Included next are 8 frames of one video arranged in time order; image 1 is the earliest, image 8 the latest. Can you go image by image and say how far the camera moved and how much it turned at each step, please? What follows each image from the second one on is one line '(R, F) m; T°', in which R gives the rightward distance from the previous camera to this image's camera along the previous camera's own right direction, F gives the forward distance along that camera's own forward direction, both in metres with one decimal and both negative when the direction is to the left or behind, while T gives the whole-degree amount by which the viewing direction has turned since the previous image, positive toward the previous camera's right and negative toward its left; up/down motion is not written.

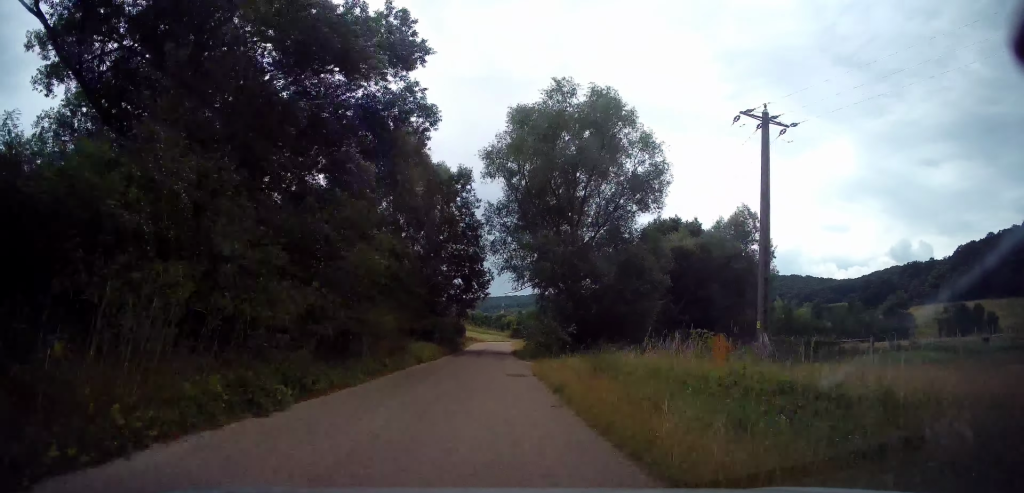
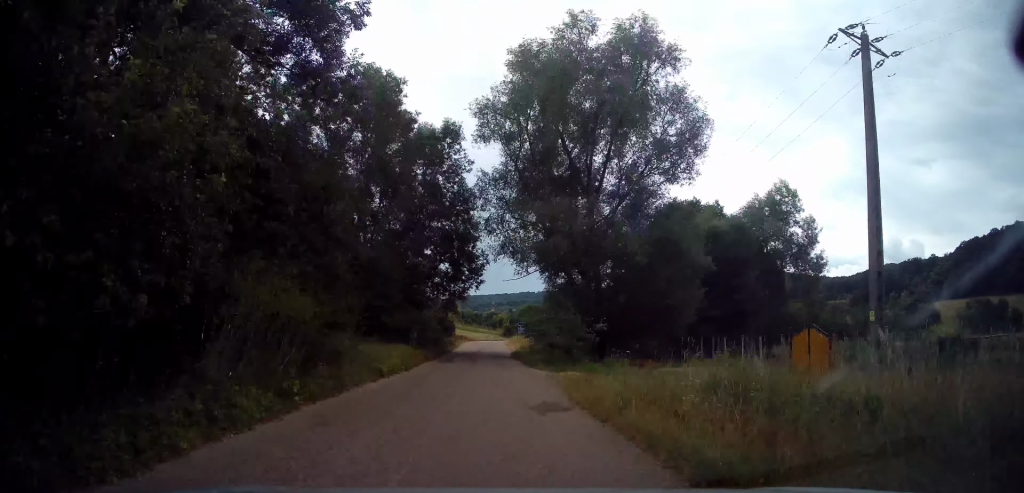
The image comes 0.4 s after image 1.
(+1.1, +6.8) m; -1°
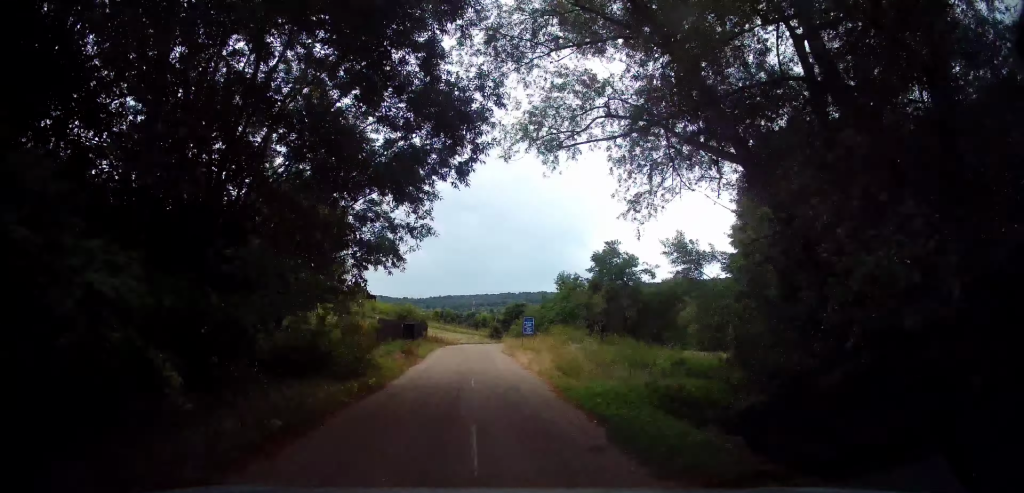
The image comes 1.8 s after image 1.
(-2.7, +25.6) m; -2°
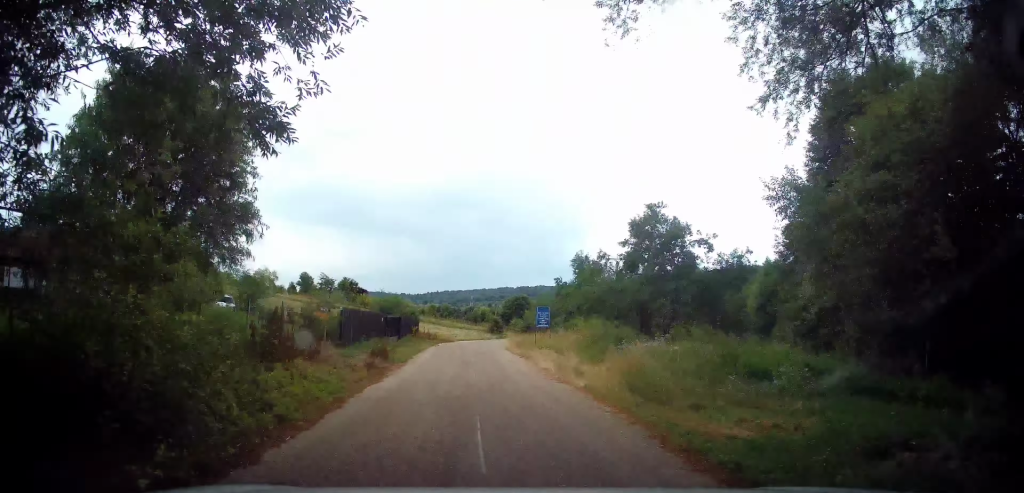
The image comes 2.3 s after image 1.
(+0.5, +9.5) m; +3°
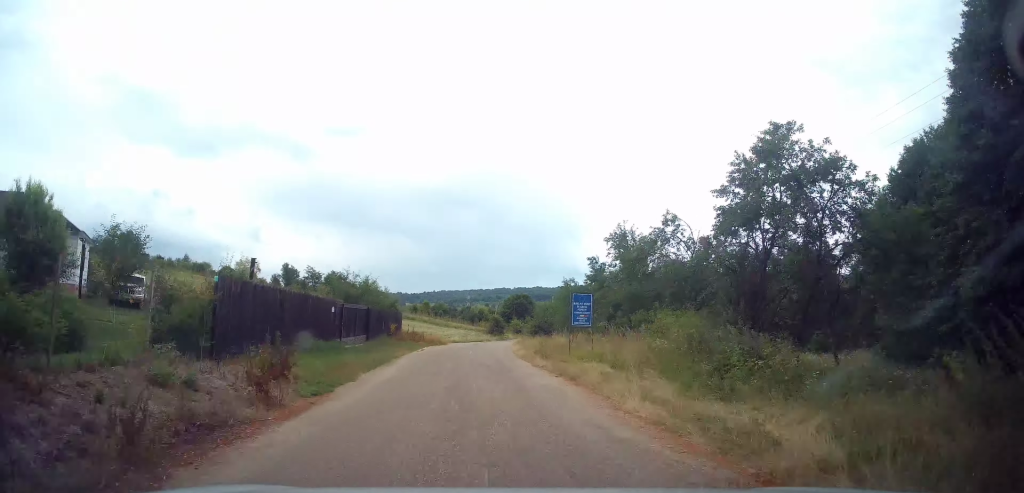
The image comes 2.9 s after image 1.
(+0.3, +12.2) m; +2°
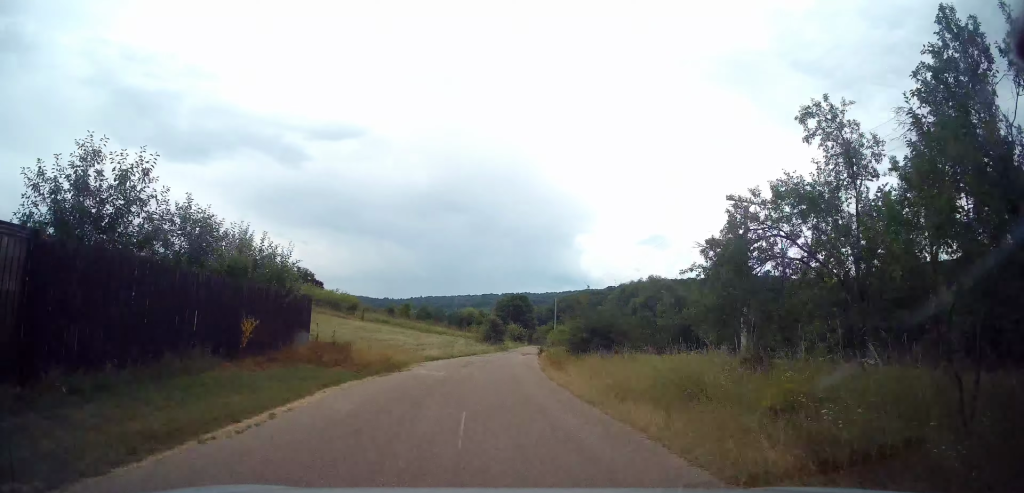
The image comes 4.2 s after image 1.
(+0.2, +22.6) m; +3°
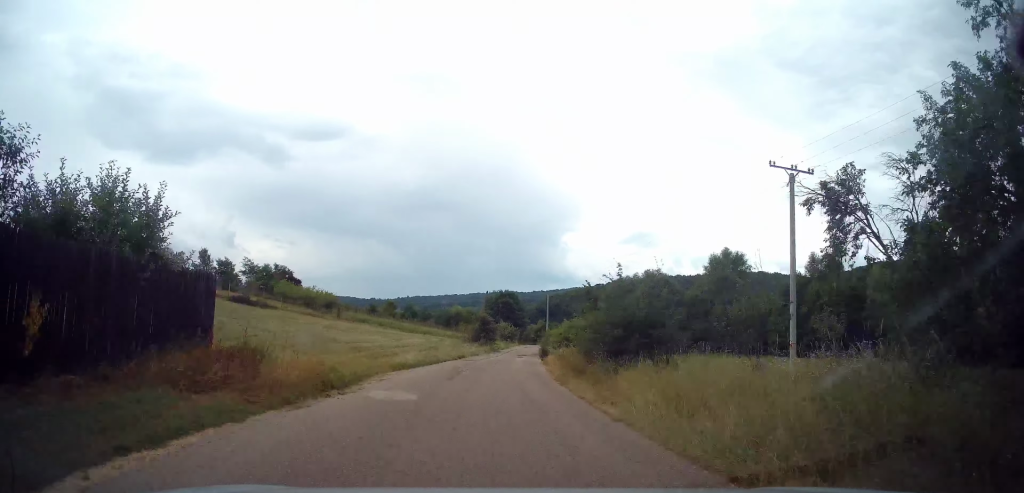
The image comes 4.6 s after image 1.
(0.0, +6.7) m; +1°
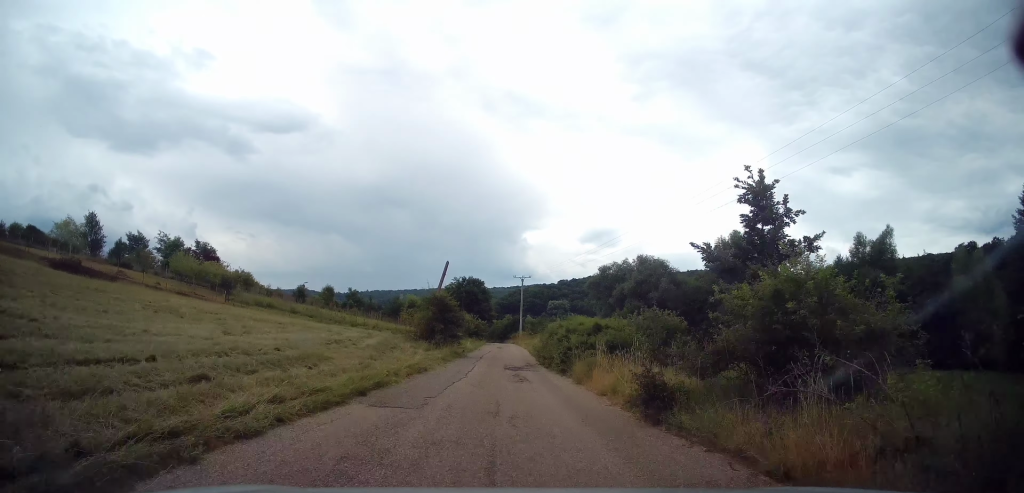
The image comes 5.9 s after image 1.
(+1.0, +20.8) m; +4°
